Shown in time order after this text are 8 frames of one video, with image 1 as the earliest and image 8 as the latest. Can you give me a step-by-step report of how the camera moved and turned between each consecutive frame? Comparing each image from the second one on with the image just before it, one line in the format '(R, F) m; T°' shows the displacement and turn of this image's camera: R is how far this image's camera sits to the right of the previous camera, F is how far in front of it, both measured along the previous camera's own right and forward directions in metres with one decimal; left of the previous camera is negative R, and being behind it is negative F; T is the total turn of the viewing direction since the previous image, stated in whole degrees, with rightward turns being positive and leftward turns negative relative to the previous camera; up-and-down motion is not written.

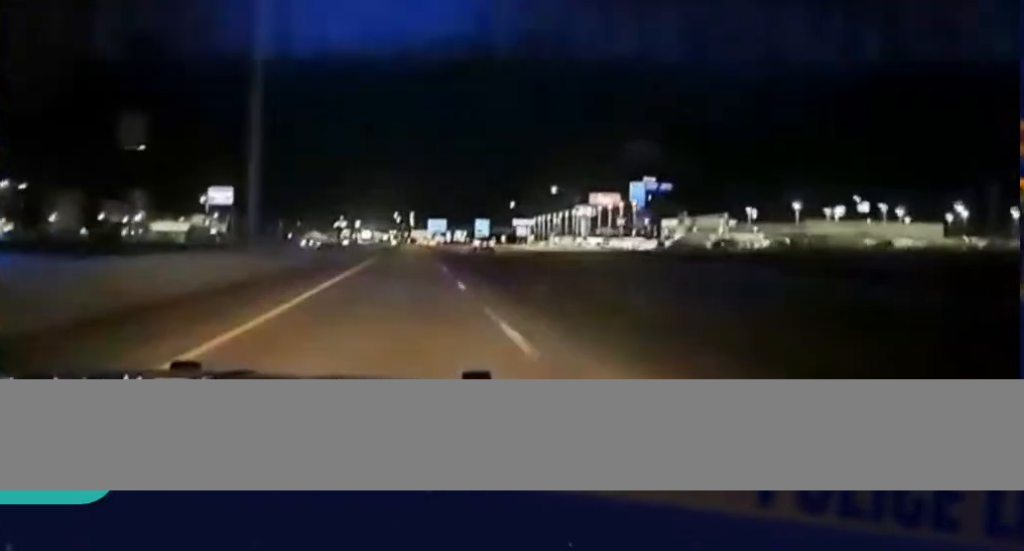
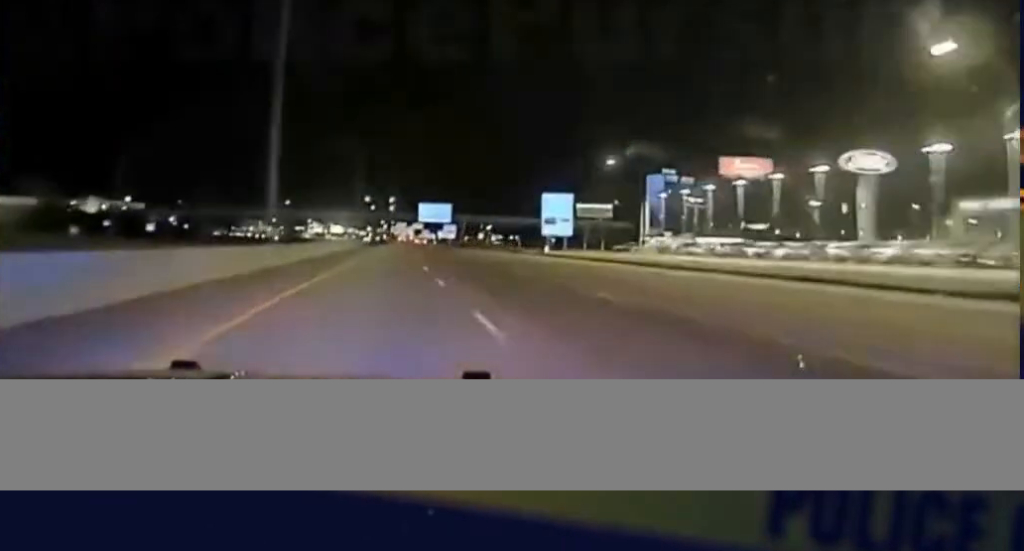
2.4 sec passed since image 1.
(+0.4, +143.8) m; +1°
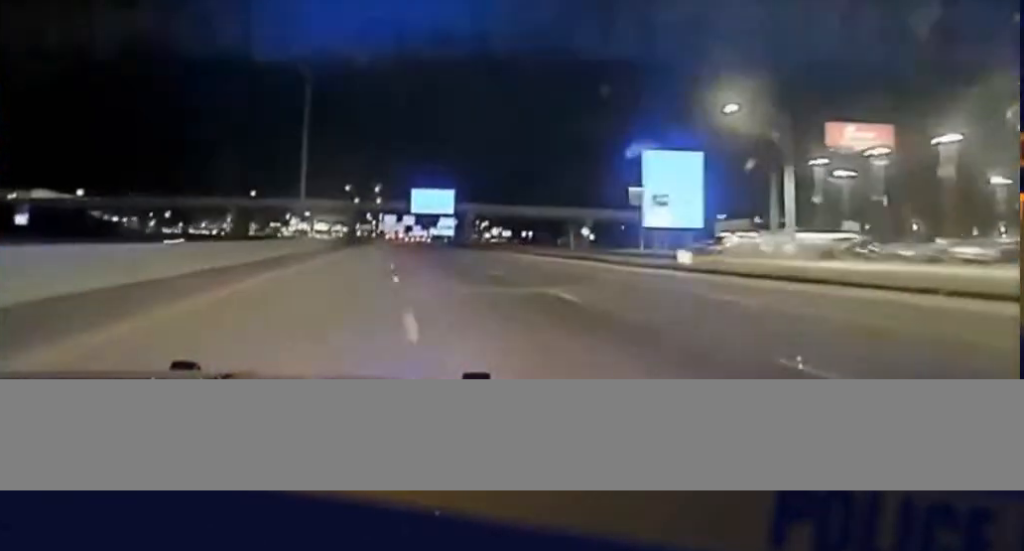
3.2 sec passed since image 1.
(+0.3, +46.1) m; 0°
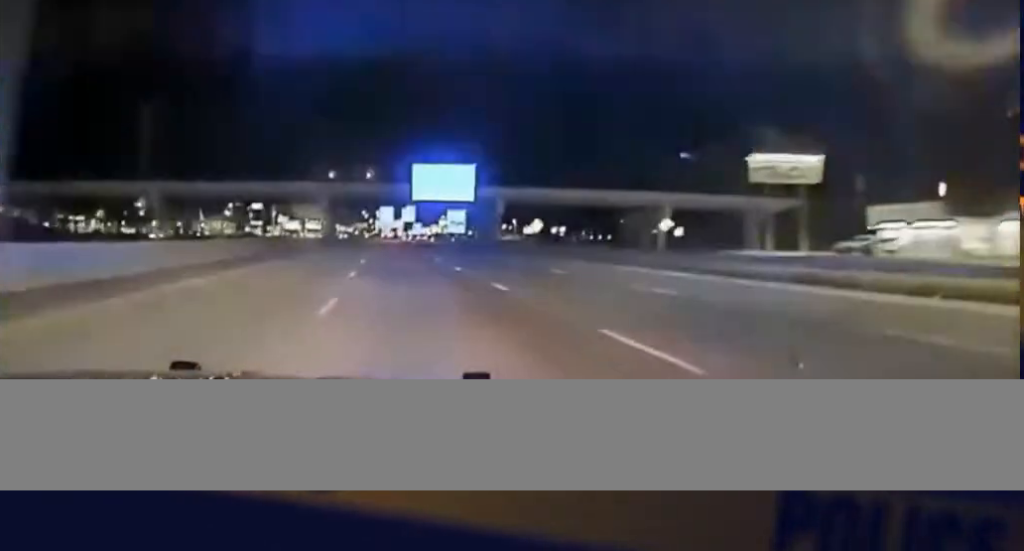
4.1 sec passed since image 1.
(+0.5, +46.9) m; 0°
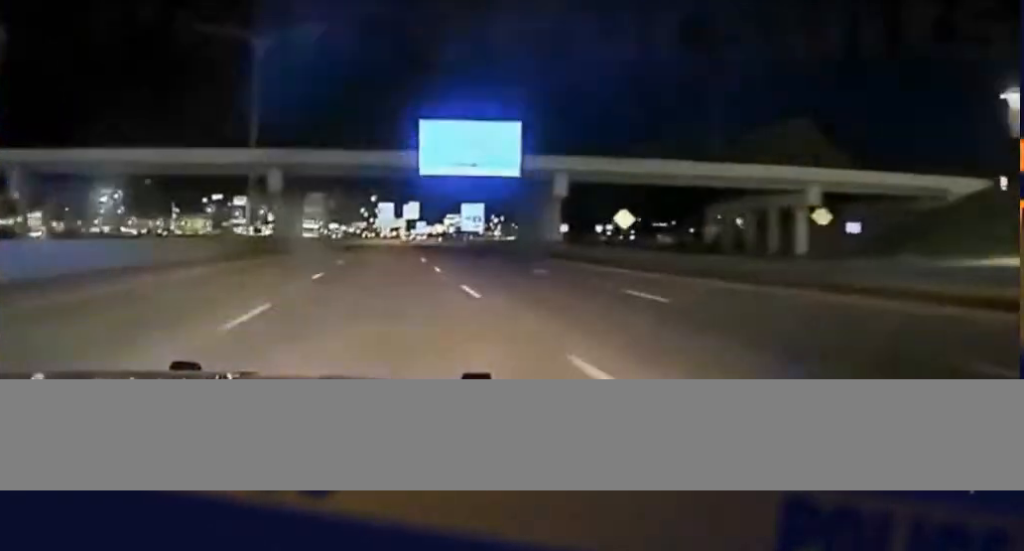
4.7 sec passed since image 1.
(-0.6, +36.4) m; -1°
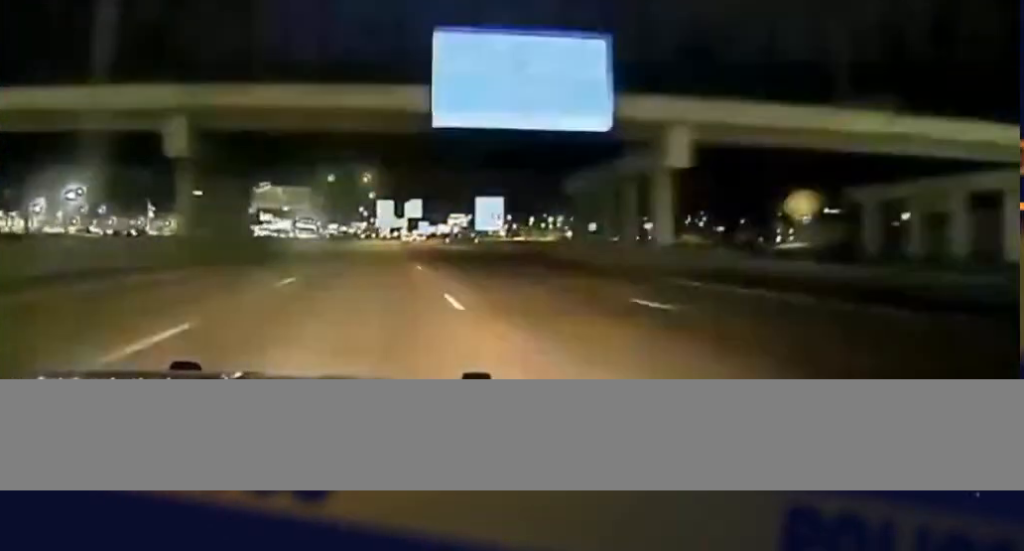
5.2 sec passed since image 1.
(-0.1, +26.7) m; 0°
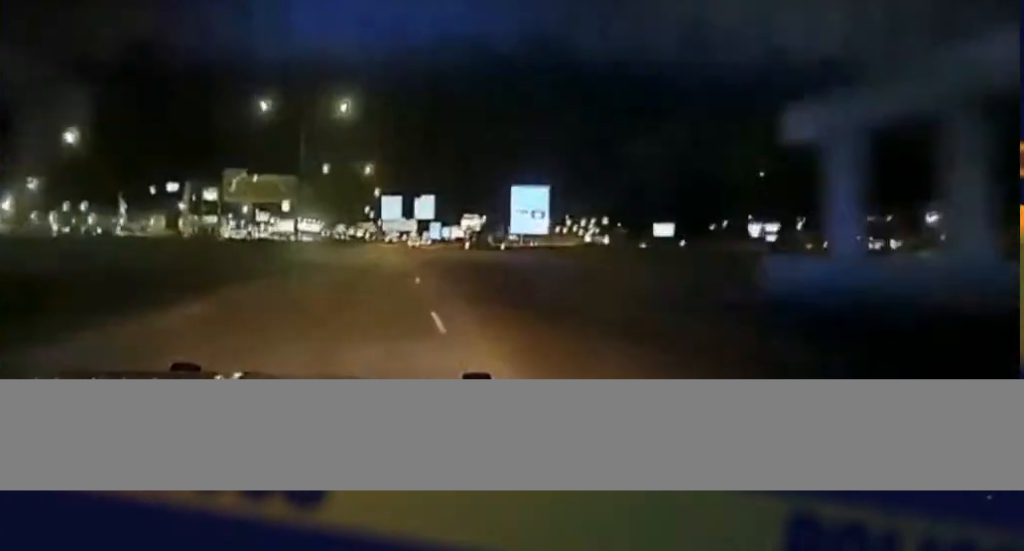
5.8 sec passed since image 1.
(-0.1, +31.7) m; 0°
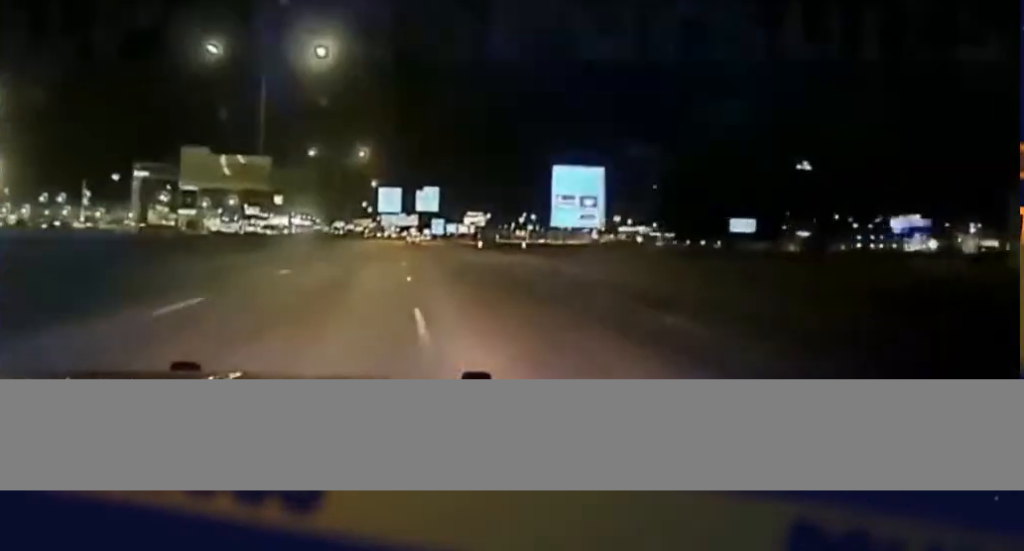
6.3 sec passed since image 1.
(+0.2, +22.6) m; 0°
